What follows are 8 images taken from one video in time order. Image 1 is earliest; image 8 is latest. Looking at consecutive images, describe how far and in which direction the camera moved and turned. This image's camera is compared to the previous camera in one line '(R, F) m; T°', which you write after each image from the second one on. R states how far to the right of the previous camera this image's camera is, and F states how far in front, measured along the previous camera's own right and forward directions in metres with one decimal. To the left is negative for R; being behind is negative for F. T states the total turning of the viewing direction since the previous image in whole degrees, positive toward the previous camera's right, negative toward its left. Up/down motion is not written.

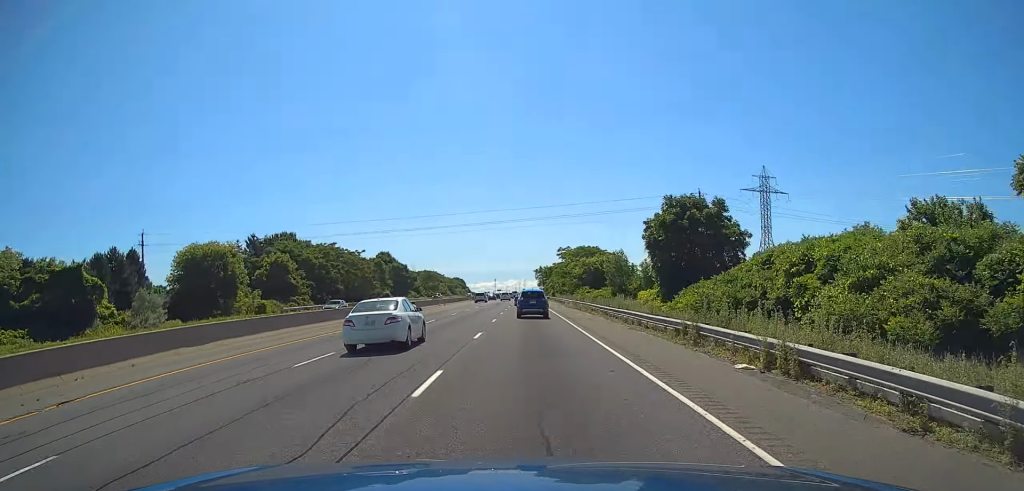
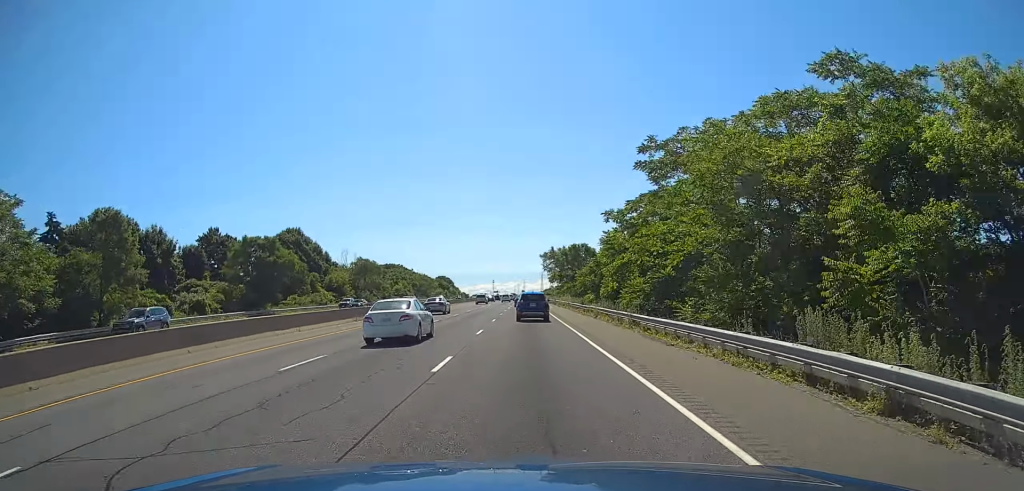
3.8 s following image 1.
(0.0, +107.1) m; 0°
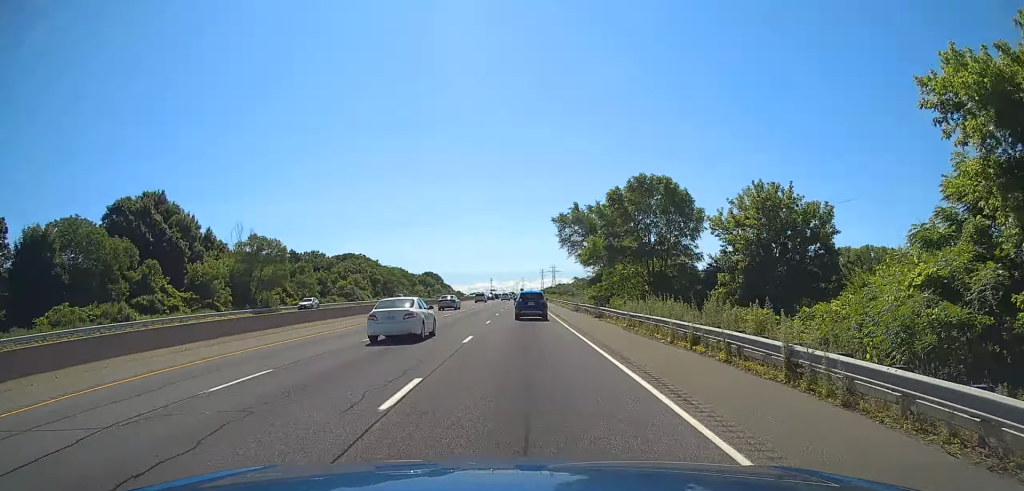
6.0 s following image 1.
(-0.1, +64.6) m; 0°
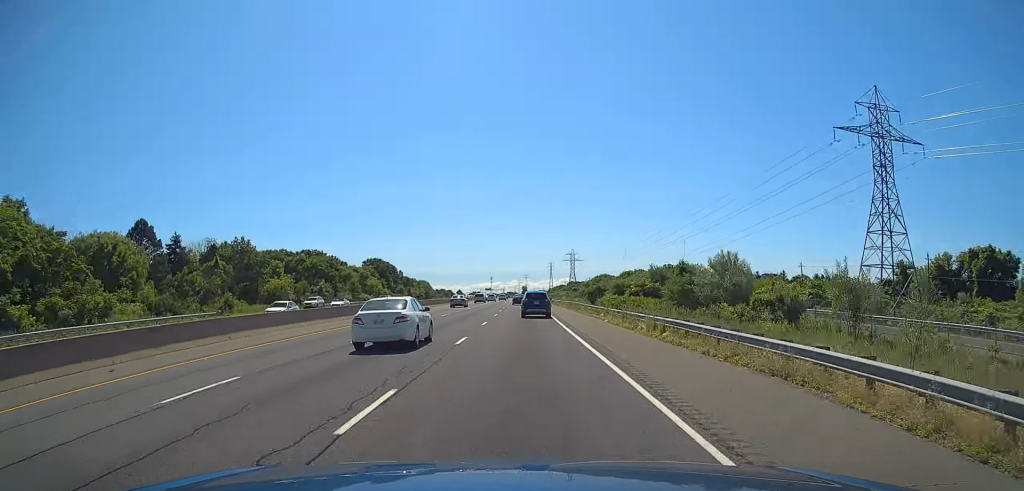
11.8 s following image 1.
(+0.2, +170.5) m; 0°
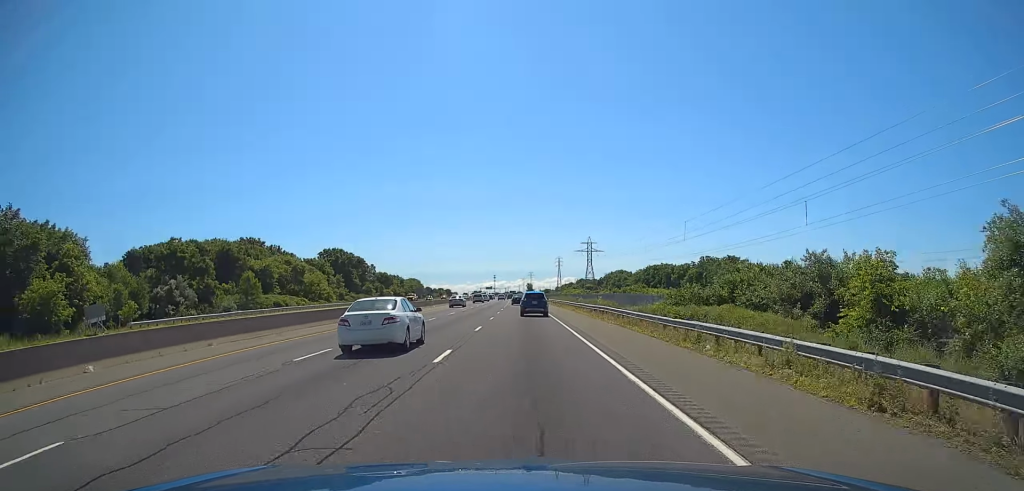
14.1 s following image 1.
(-0.4, +66.8) m; -1°
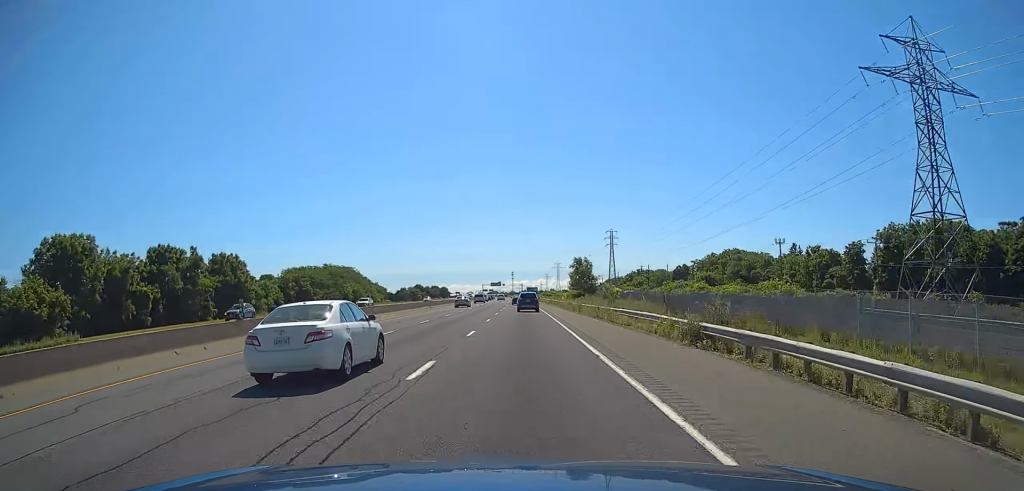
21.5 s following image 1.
(-3.4, +223.2) m; -2°
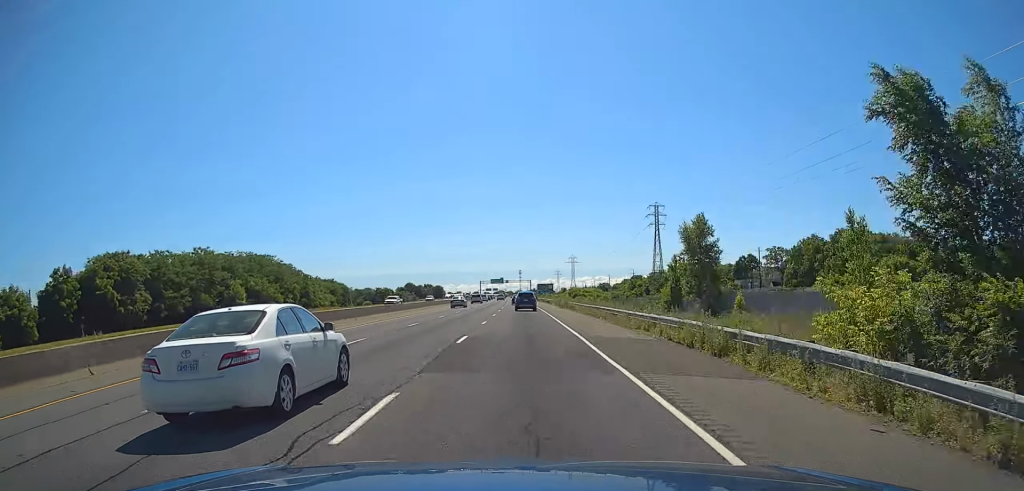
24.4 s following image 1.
(-1.1, +90.3) m; -1°
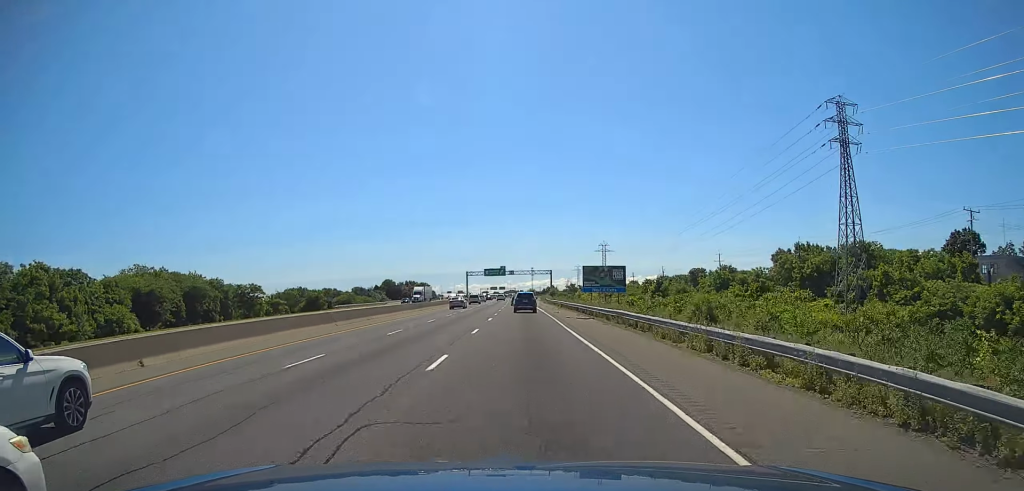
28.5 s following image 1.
(-1.2, +127.9) m; -1°
